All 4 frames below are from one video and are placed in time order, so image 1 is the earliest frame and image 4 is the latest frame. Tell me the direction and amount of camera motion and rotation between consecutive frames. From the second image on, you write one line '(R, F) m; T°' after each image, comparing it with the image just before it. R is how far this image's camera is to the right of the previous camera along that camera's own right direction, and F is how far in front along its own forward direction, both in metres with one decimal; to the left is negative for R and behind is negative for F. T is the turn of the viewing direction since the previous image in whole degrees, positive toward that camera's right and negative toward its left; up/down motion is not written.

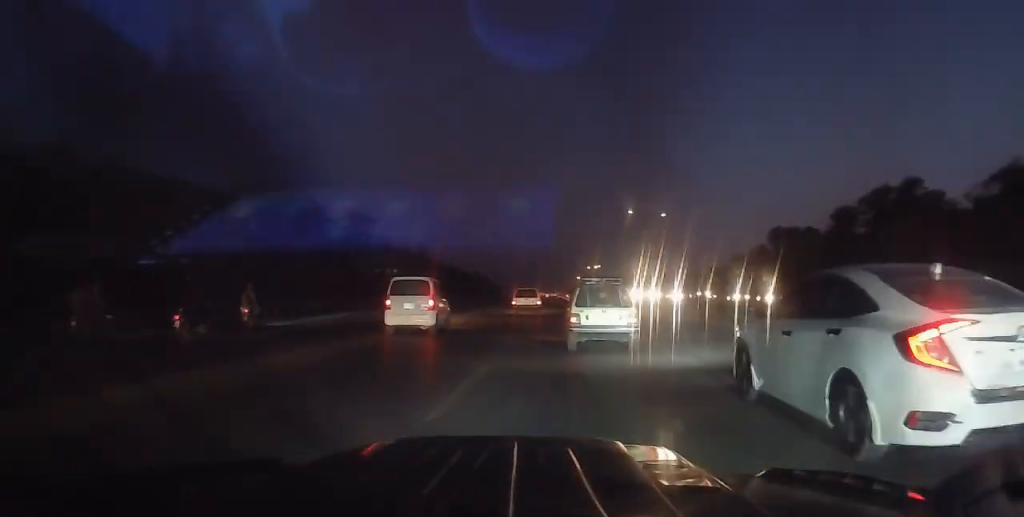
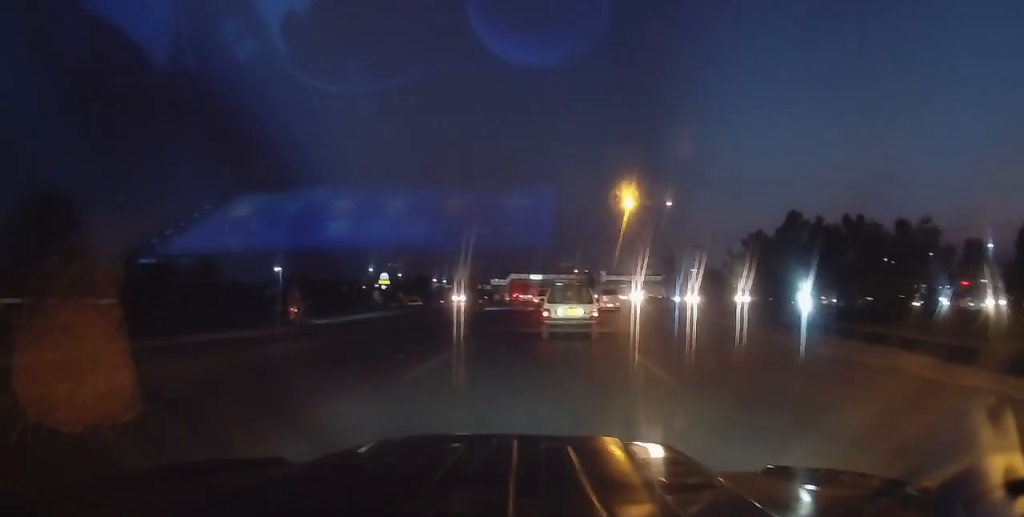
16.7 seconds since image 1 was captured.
(+0.9, +225.7) m; 0°
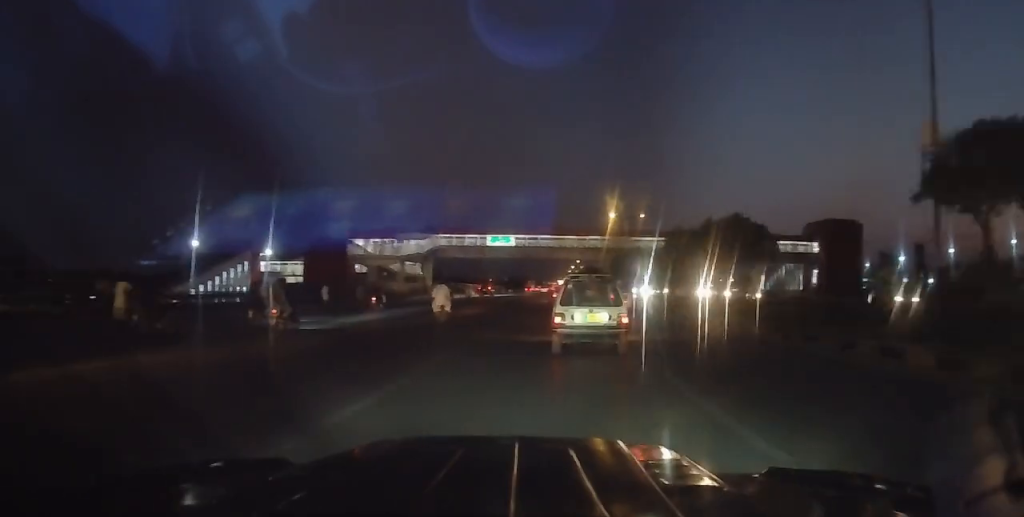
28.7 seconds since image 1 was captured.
(-1.1, +158.0) m; 0°
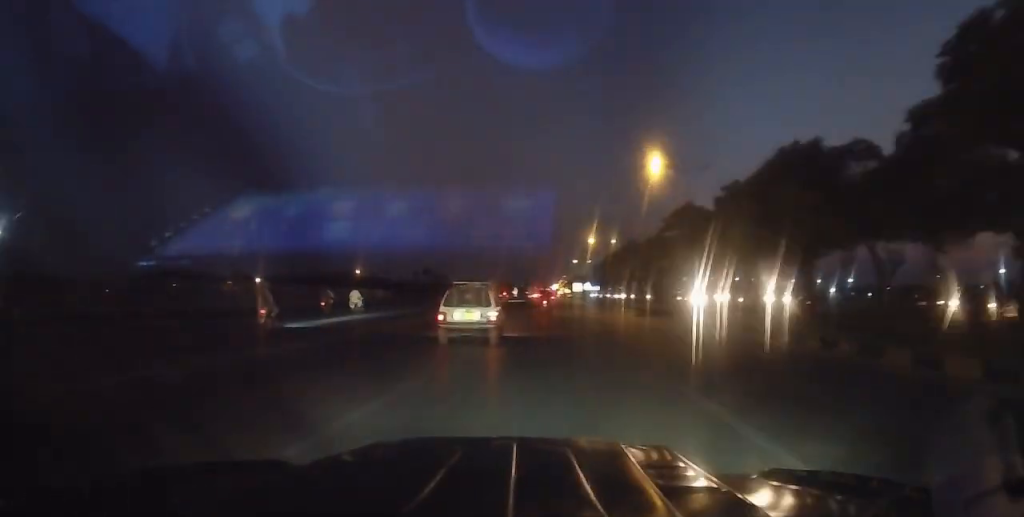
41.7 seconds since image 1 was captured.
(+0.5, +177.6) m; 0°
